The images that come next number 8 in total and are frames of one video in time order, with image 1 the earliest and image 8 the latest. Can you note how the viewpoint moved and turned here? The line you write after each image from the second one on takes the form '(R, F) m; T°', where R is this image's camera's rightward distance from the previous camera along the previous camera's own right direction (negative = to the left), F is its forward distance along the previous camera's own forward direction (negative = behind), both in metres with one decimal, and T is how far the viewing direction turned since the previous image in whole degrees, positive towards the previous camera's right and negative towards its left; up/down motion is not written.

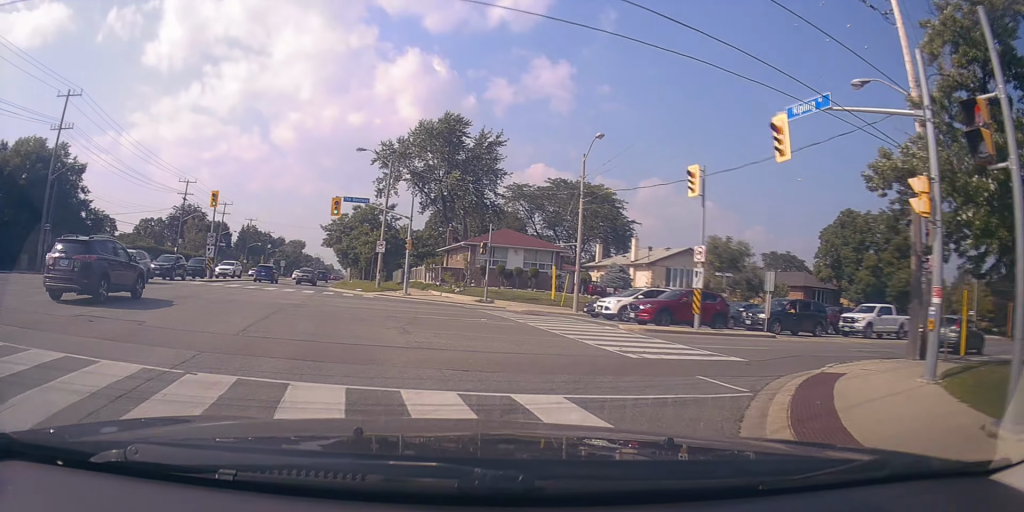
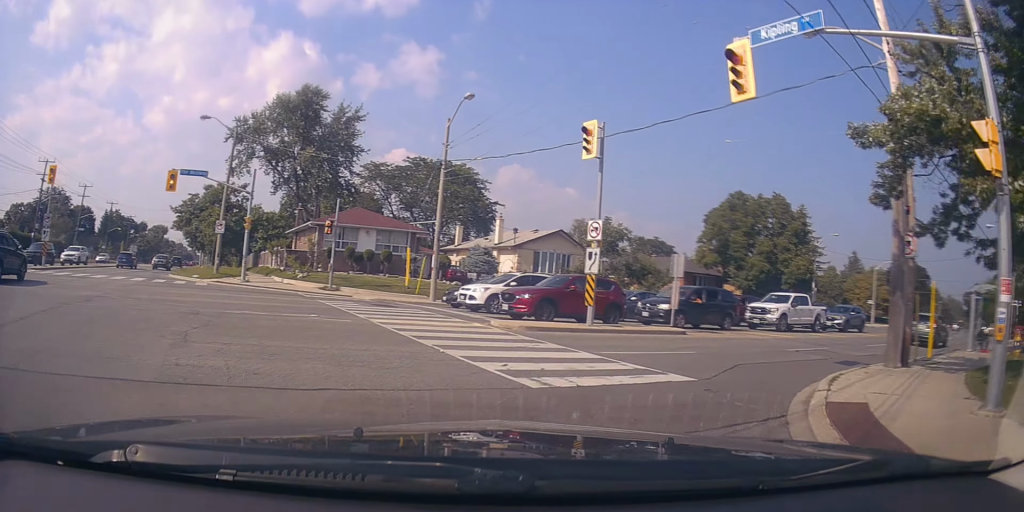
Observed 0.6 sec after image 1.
(+0.1, +4.7) m; +13°
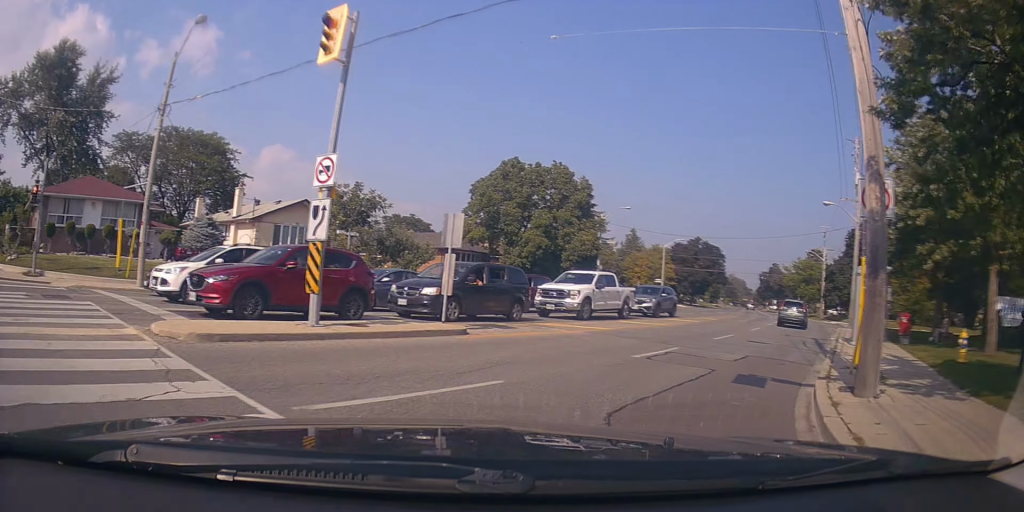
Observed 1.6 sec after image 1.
(+1.4, +7.3) m; +23°
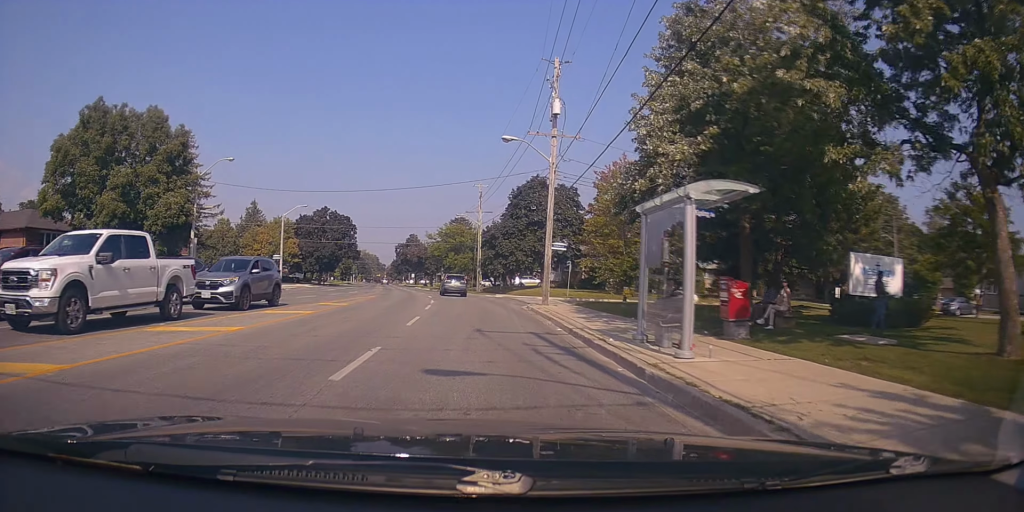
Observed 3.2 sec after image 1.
(+4.5, +11.6) m; +30°
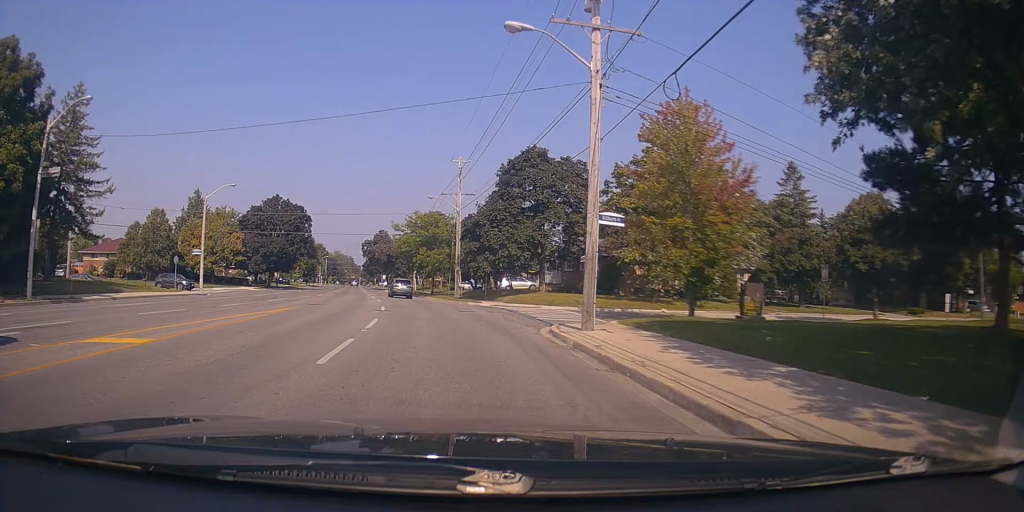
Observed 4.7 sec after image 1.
(+0.6, +14.0) m; -1°
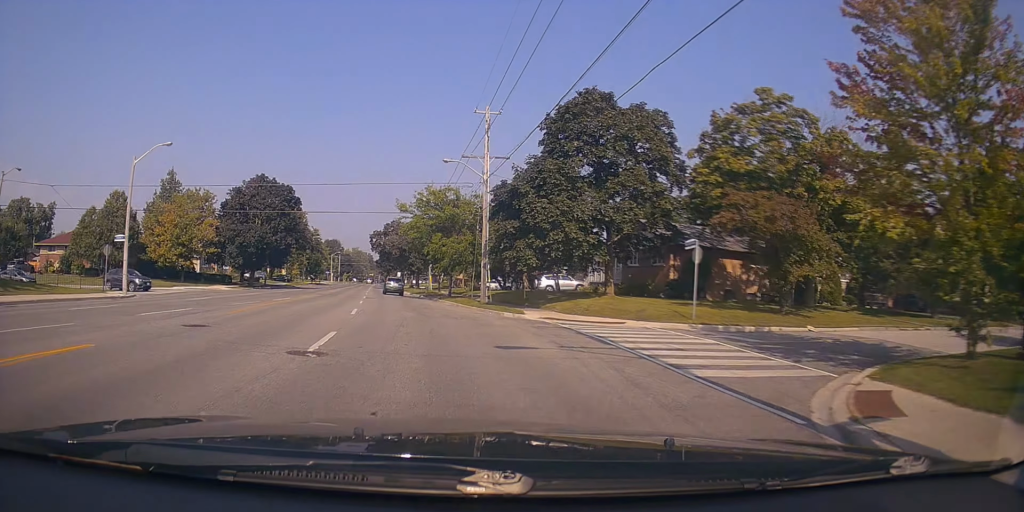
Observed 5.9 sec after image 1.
(-0.1, +13.8) m; 0°
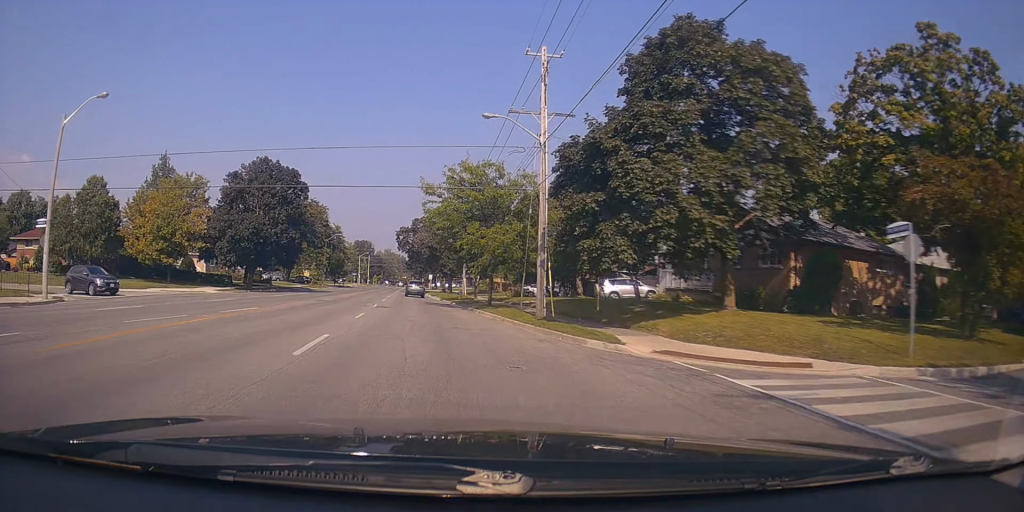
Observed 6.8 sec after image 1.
(+0.2, +9.8) m; -2°
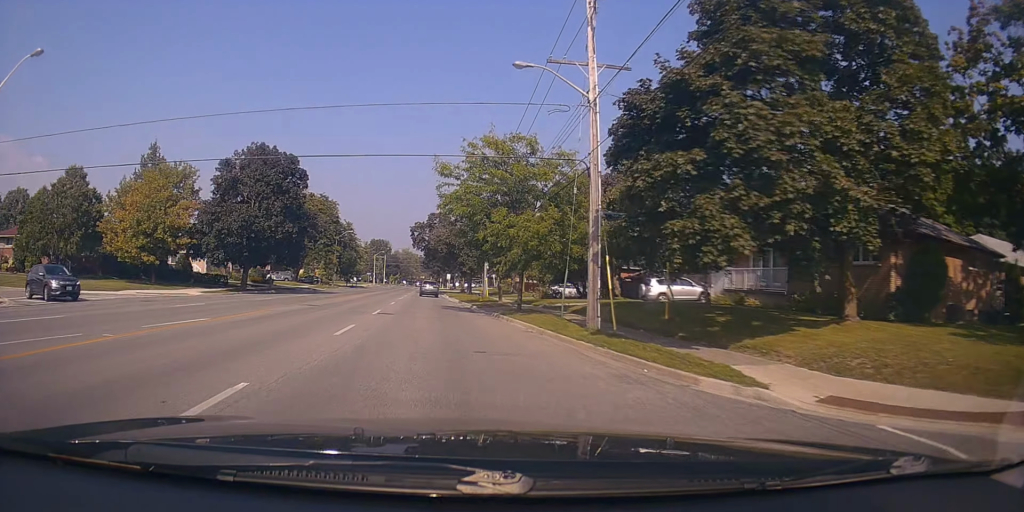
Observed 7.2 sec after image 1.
(-0.3, +5.8) m; -3°
